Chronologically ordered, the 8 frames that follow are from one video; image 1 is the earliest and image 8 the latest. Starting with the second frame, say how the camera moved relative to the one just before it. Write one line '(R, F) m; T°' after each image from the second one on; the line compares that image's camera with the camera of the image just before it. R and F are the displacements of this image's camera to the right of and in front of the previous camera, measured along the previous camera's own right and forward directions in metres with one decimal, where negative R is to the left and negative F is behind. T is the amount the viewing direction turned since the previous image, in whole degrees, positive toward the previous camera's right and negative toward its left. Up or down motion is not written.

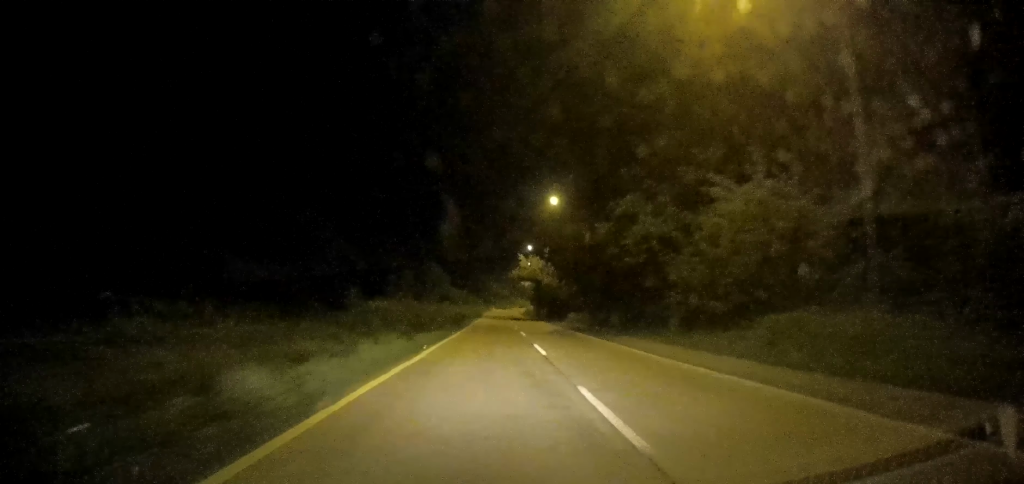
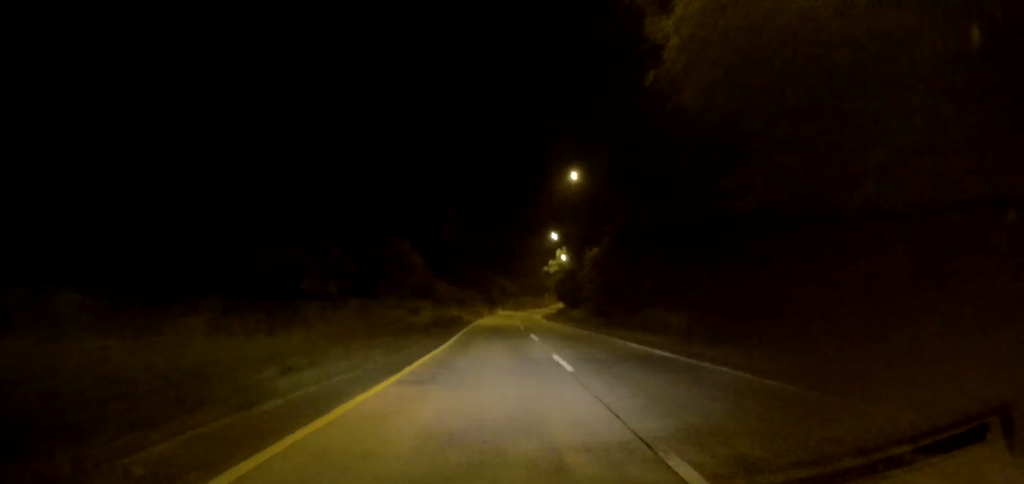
(-0.1, +63.1) m; 0°
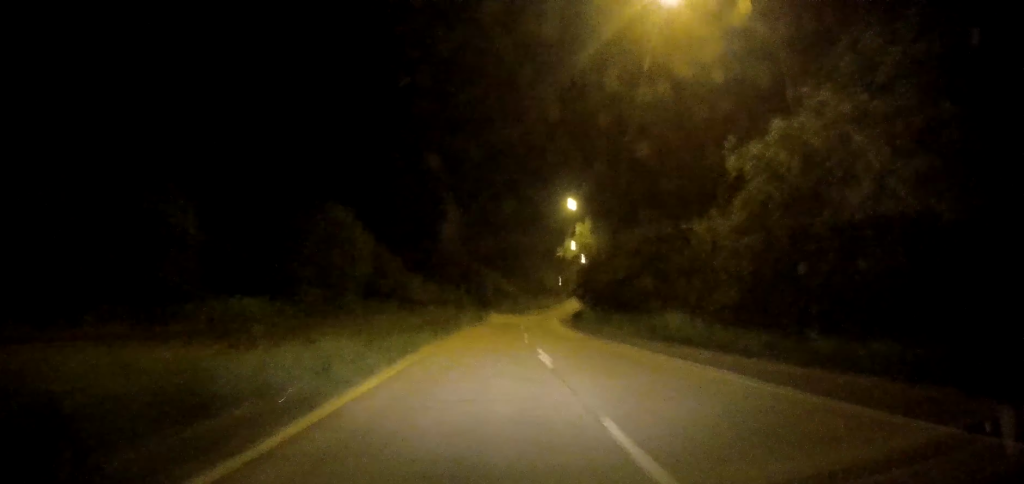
(-0.2, +33.5) m; 0°
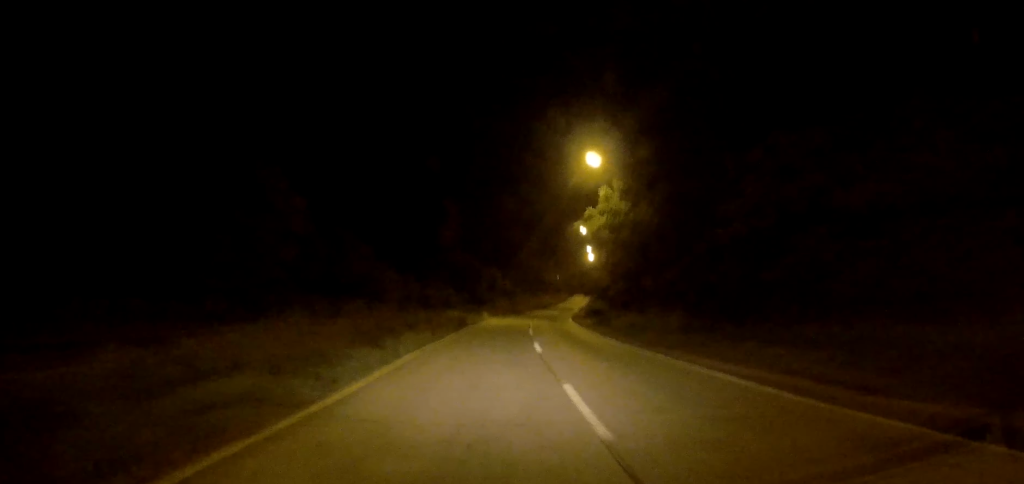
(+0.2, +20.1) m; +1°
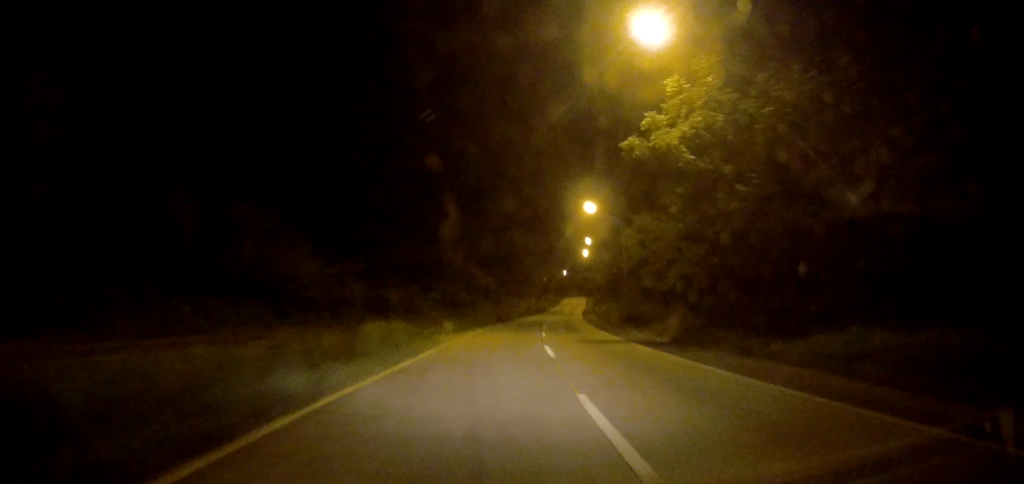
(+0.2, +24.8) m; +1°
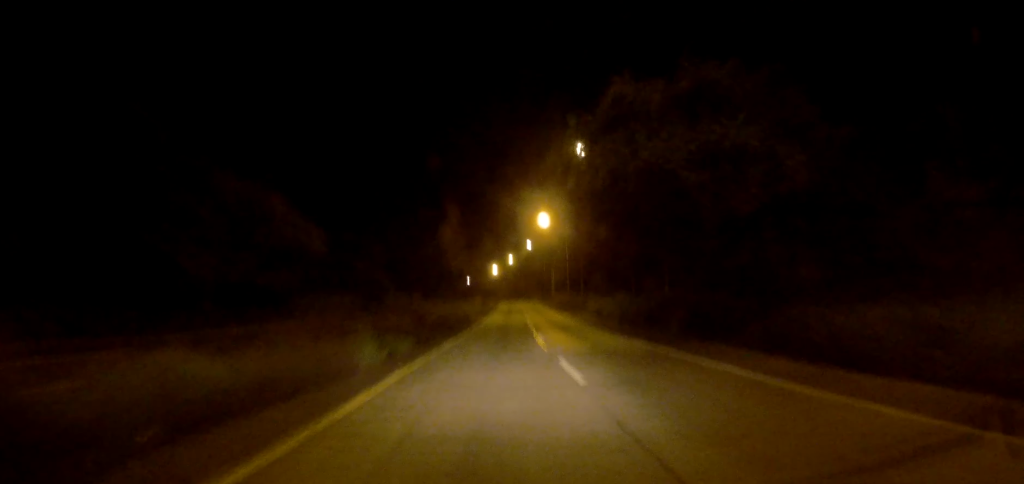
(+4.1, +75.0) m; +6°
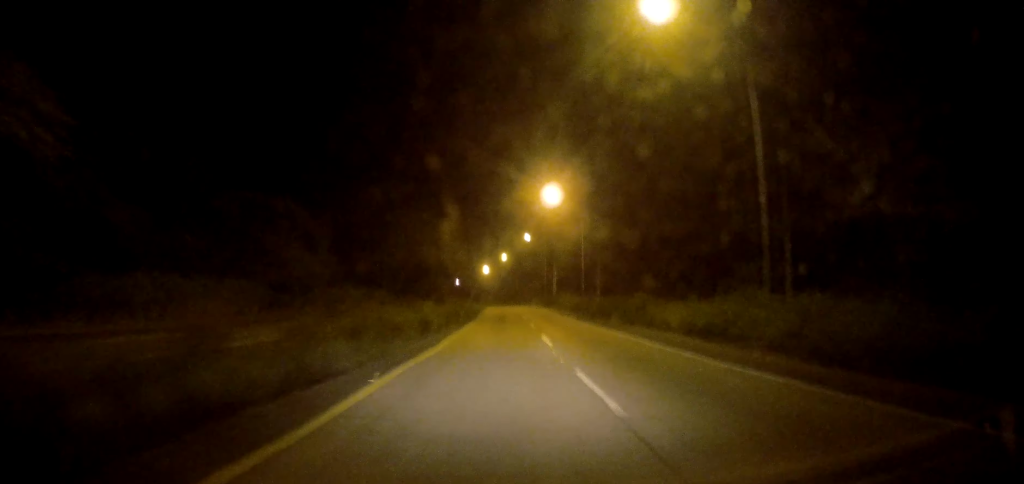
(+0.8, +26.7) m; +1°
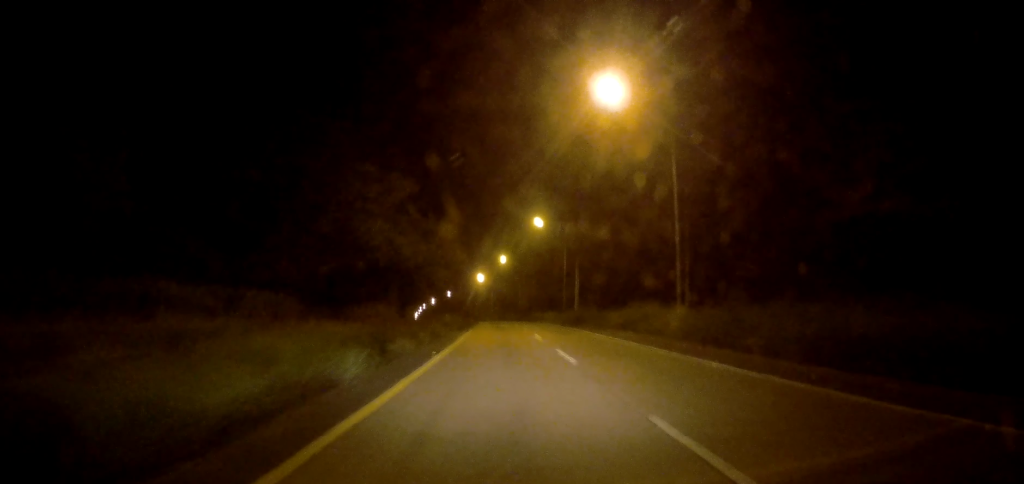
(-0.8, +38.9) m; 0°
